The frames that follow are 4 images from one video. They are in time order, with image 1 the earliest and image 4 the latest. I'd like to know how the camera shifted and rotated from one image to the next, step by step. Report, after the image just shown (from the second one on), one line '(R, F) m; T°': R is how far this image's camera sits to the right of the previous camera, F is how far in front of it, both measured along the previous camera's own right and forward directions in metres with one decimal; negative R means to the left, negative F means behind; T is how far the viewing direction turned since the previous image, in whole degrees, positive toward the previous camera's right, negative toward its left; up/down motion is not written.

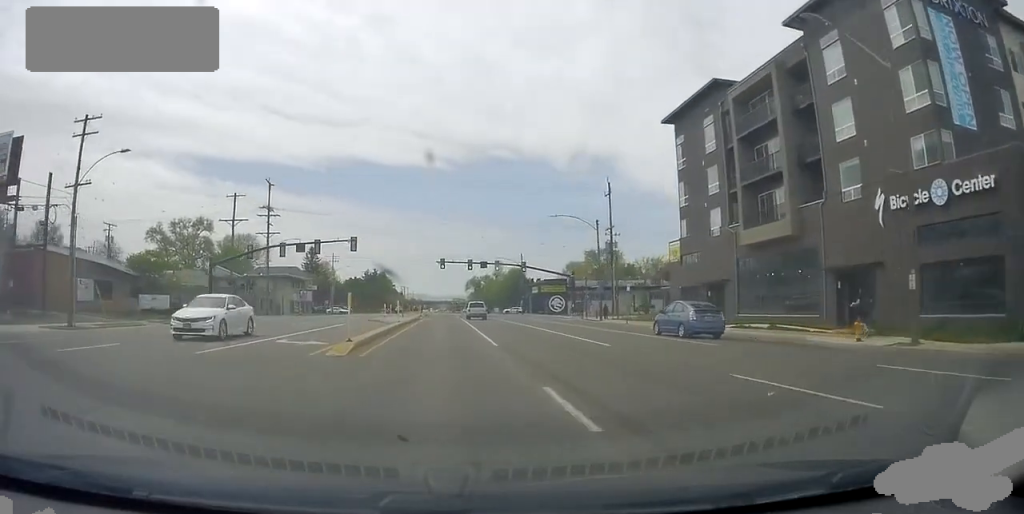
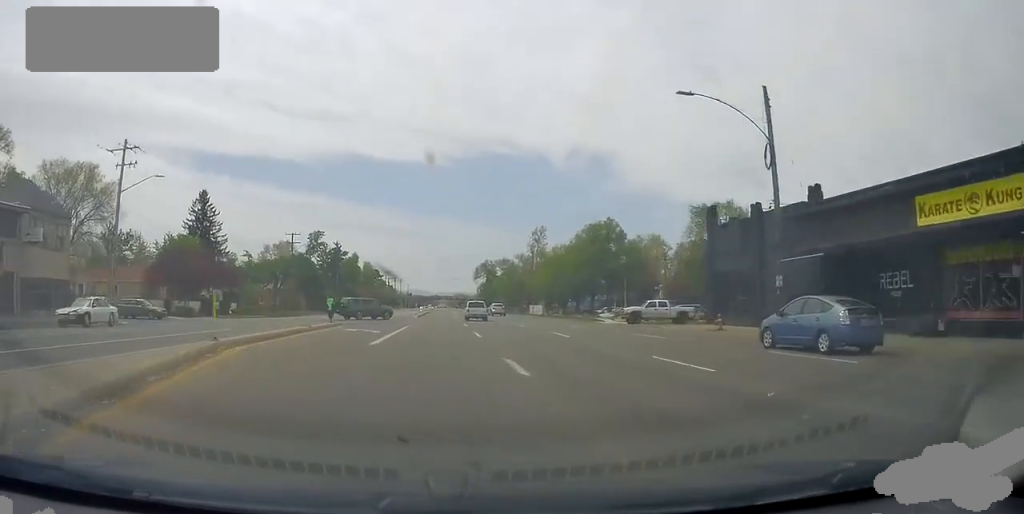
(0.0, +83.2) m; +1°
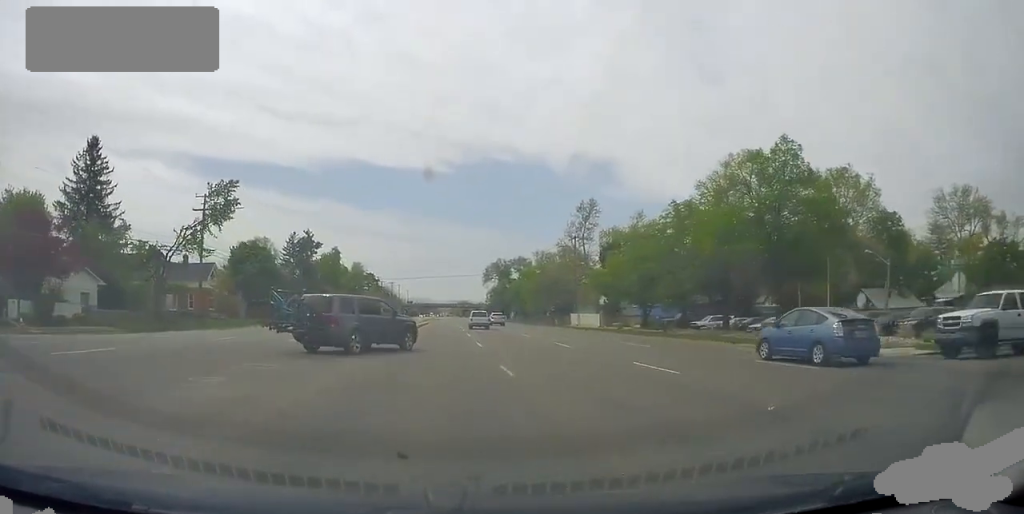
(-0.1, +37.8) m; 0°
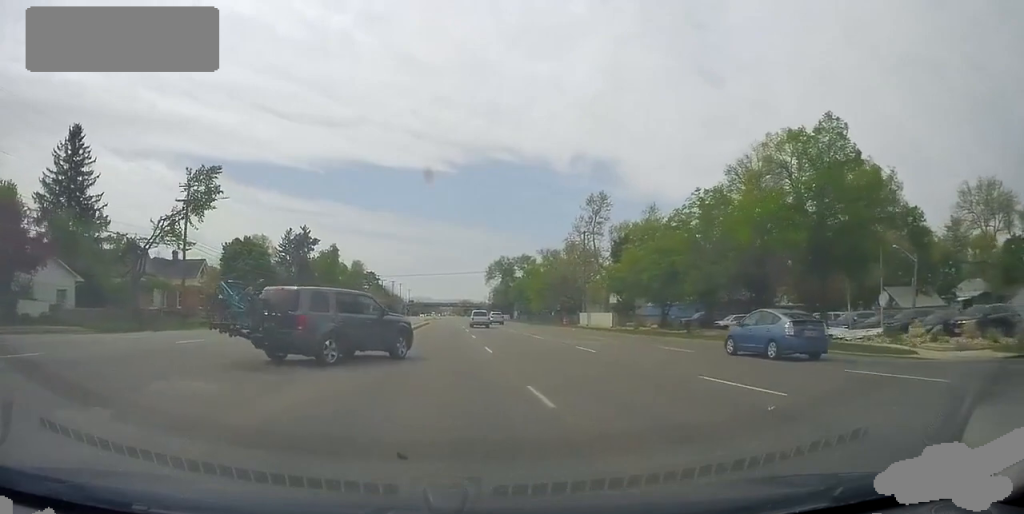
(-0.1, +6.0) m; -1°
